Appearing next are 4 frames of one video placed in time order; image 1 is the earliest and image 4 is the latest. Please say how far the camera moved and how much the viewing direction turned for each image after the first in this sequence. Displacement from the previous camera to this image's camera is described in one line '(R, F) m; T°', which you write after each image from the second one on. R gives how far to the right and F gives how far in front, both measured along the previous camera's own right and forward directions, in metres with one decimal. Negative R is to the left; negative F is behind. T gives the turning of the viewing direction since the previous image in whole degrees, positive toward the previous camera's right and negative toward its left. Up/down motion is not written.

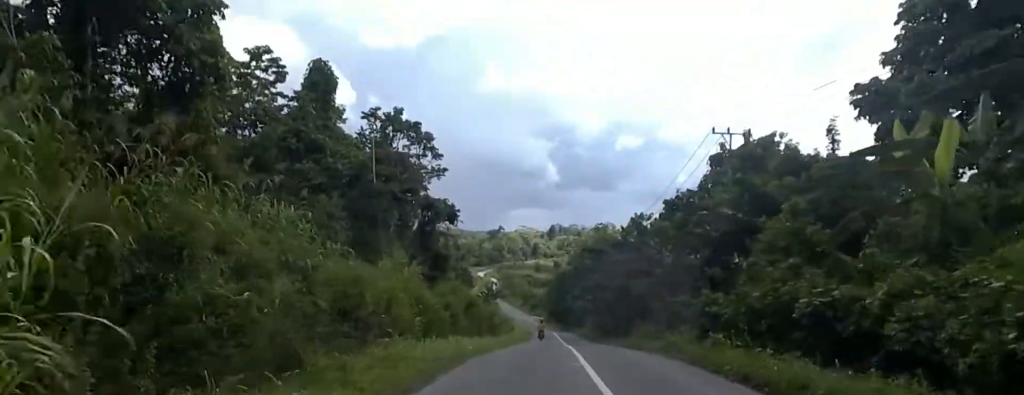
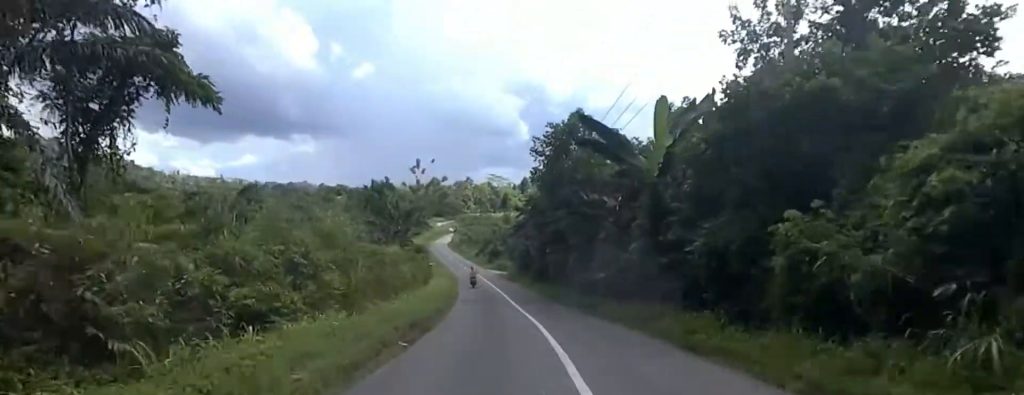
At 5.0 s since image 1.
(-0.5, +60.5) m; -3°
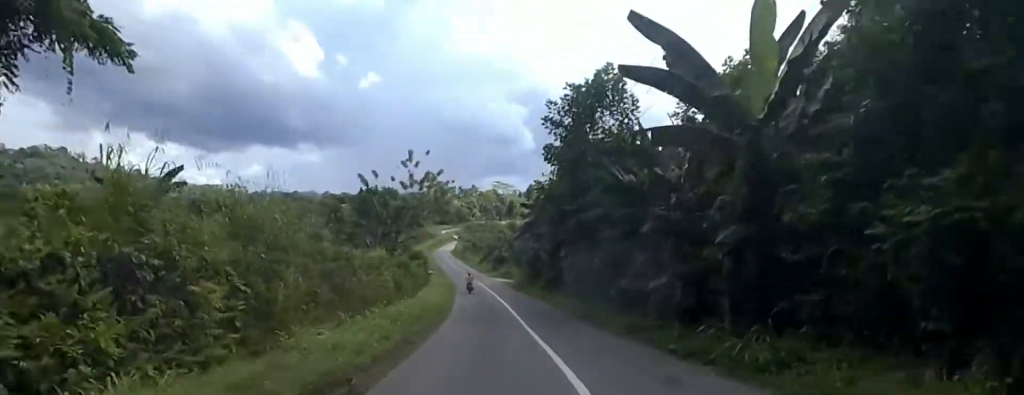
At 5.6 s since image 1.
(0.0, +7.6) m; +2°
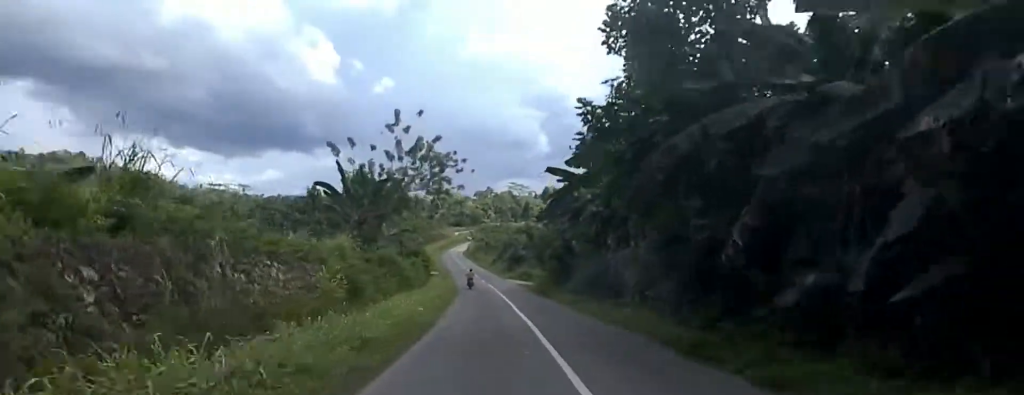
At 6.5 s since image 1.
(+0.5, +12.3) m; -1°
